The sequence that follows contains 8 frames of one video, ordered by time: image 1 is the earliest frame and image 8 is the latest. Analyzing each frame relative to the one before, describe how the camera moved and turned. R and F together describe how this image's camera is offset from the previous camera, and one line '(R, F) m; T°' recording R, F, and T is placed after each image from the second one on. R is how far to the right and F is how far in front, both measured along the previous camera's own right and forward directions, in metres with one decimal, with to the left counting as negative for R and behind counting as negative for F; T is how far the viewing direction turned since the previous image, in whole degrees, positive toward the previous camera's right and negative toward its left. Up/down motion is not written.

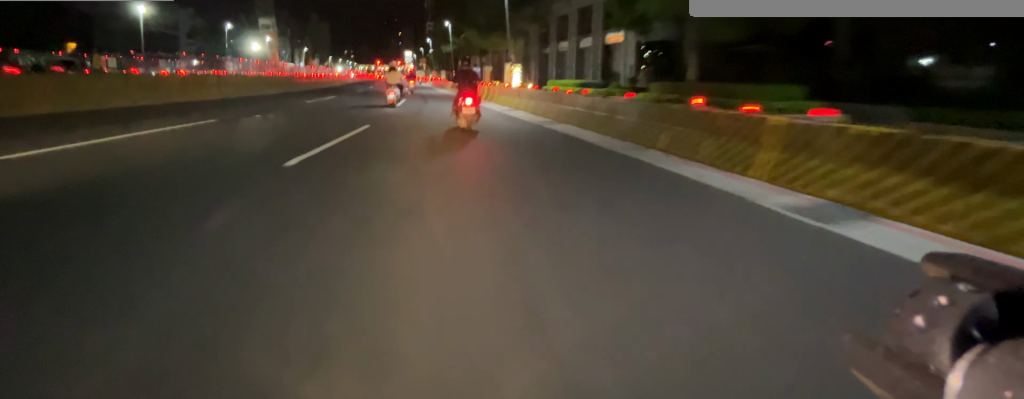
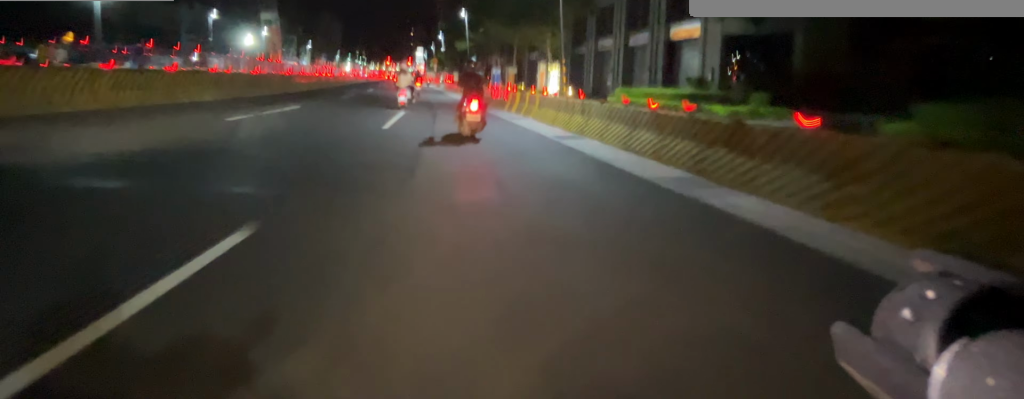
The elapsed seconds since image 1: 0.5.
(0.0, +7.1) m; 0°
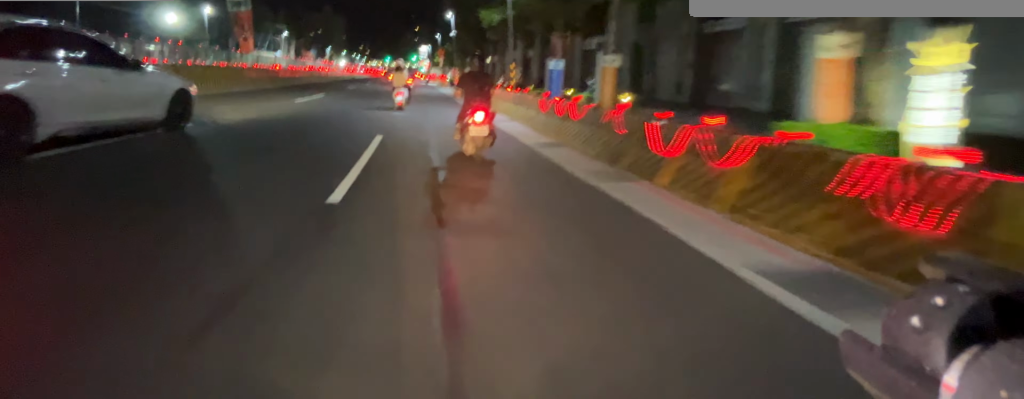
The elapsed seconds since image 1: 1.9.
(0.0, +16.3) m; 0°
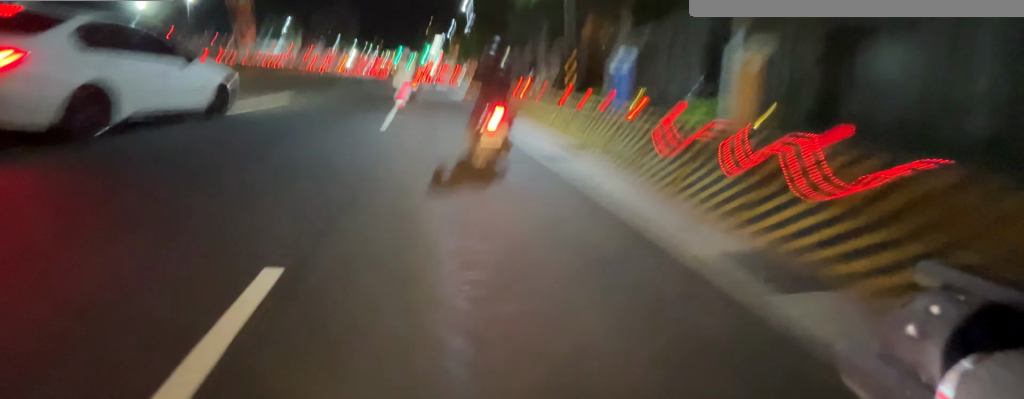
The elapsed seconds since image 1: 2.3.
(0.0, +5.3) m; -1°
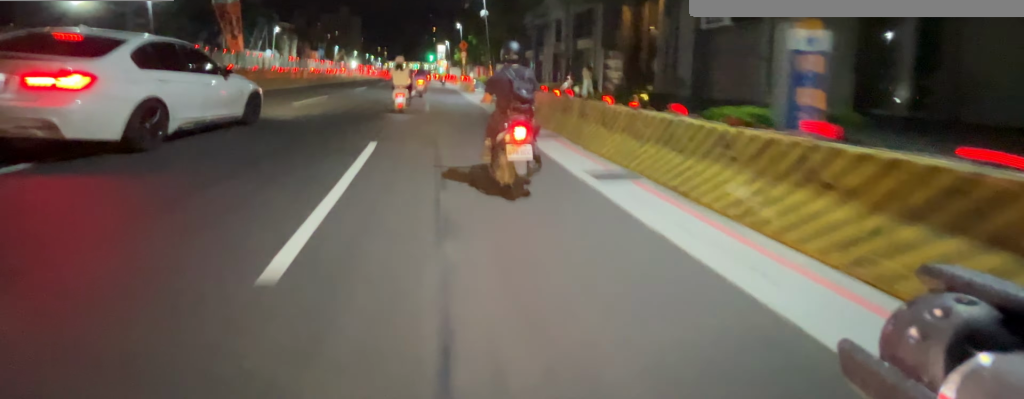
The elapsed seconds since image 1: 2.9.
(0.0, +5.7) m; -1°
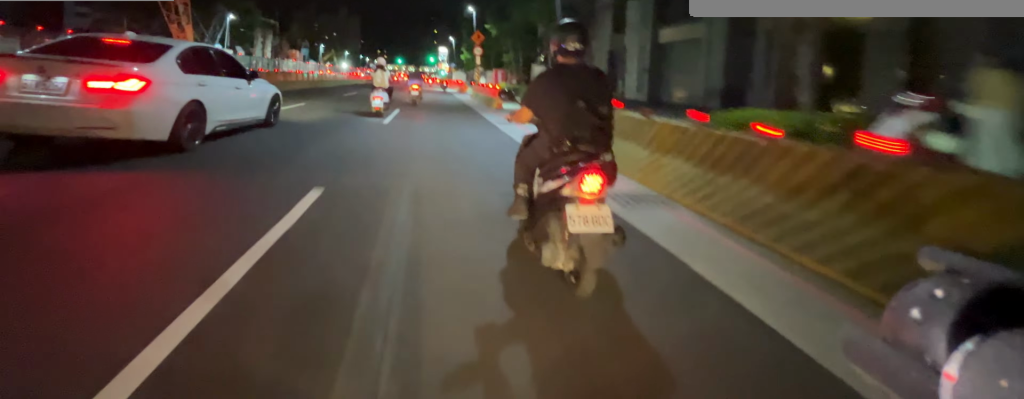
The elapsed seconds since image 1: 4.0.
(-0.3, +11.6) m; -1°
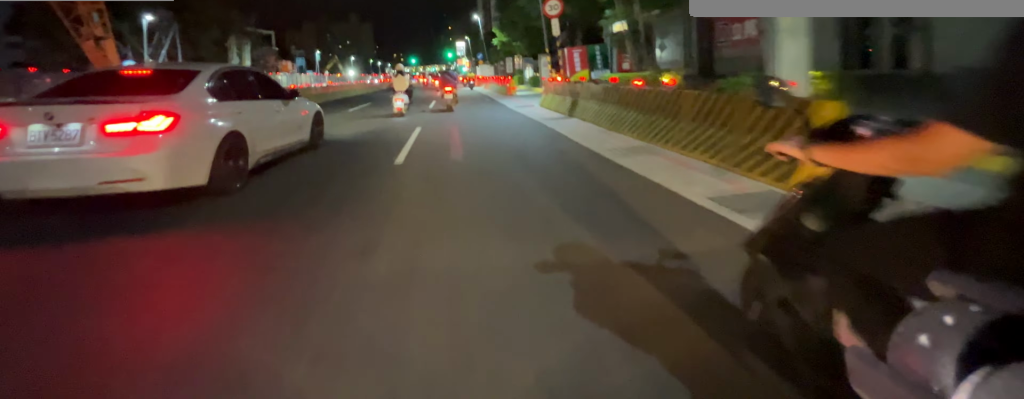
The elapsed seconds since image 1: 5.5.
(+0.1, +13.0) m; 0°
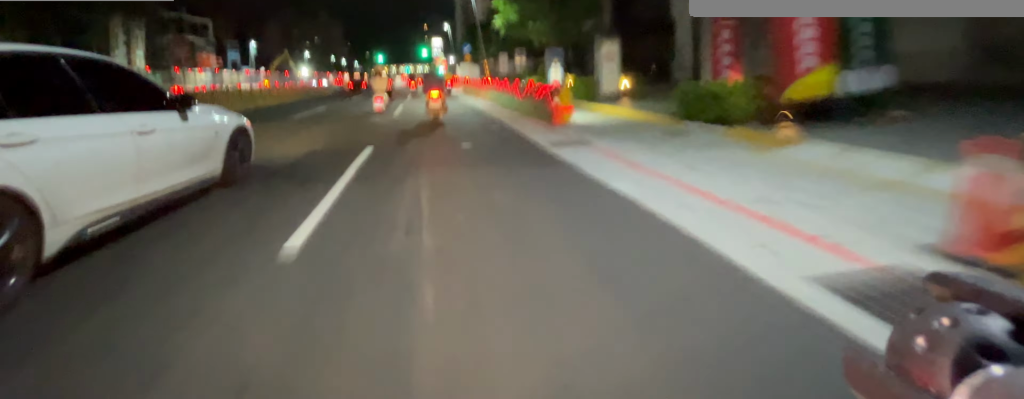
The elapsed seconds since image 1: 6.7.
(-0.2, +11.6) m; -2°
